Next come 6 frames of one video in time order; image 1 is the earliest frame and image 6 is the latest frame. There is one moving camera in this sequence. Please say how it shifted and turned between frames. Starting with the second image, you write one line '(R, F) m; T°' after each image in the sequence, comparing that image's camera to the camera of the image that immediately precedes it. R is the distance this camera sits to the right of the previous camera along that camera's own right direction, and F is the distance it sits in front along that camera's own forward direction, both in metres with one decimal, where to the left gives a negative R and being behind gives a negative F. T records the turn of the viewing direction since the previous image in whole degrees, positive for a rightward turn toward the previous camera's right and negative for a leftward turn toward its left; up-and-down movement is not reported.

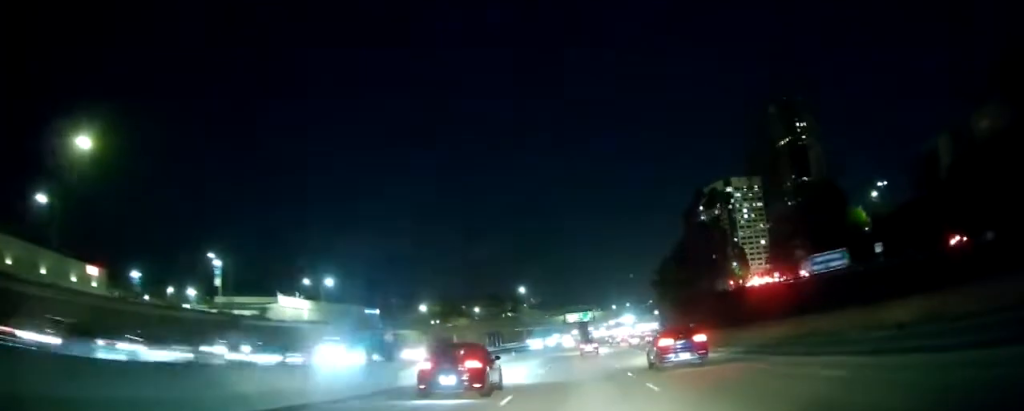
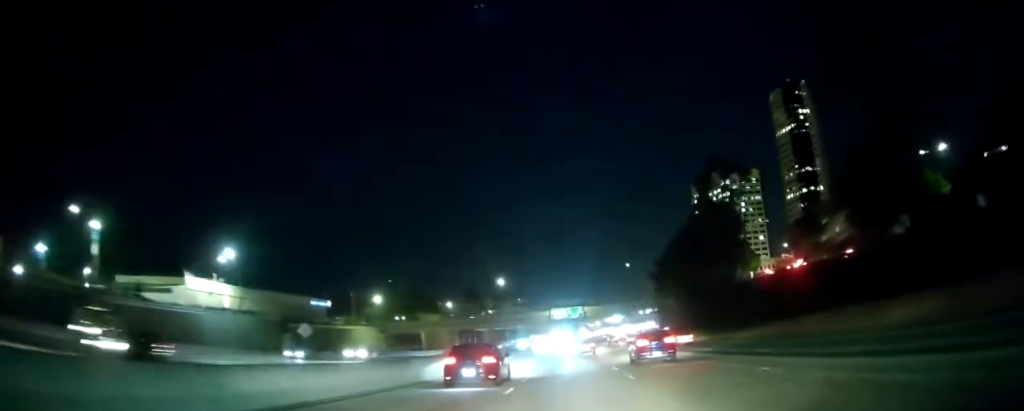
(+0.3, +25.5) m; +1°
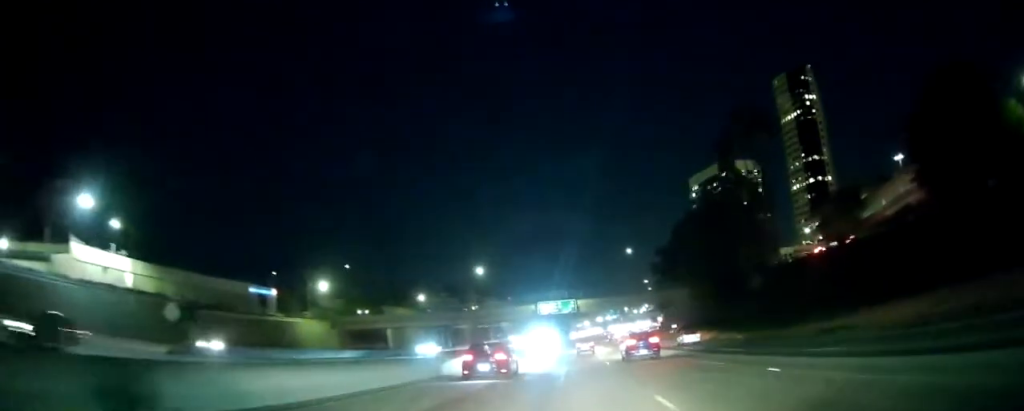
(+0.2, +21.2) m; +1°
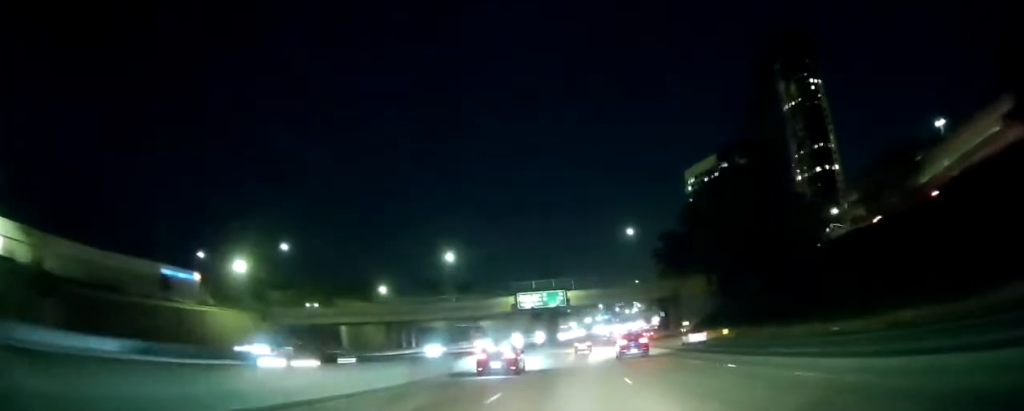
(+0.2, +23.5) m; +1°
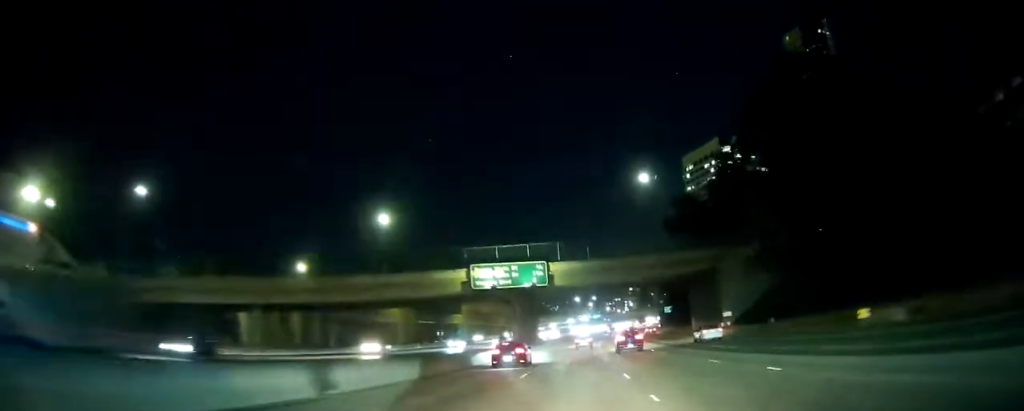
(+0.4, +34.5) m; +1°
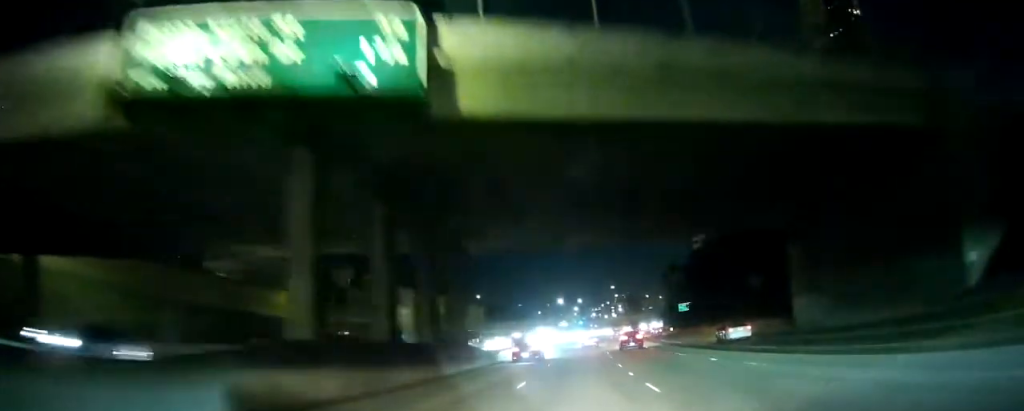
(+0.7, +48.8) m; +1°
